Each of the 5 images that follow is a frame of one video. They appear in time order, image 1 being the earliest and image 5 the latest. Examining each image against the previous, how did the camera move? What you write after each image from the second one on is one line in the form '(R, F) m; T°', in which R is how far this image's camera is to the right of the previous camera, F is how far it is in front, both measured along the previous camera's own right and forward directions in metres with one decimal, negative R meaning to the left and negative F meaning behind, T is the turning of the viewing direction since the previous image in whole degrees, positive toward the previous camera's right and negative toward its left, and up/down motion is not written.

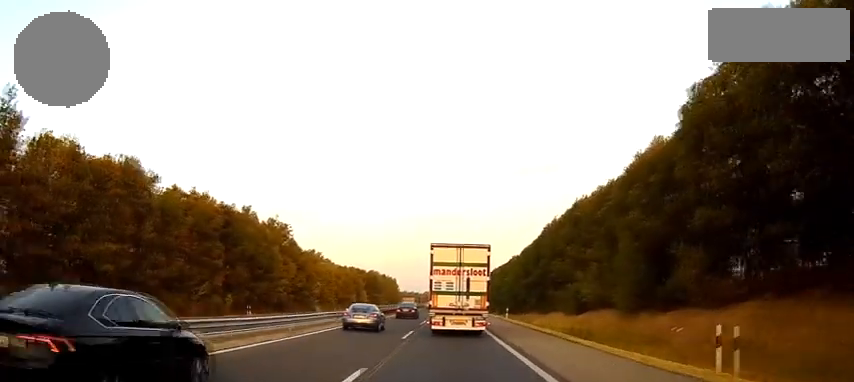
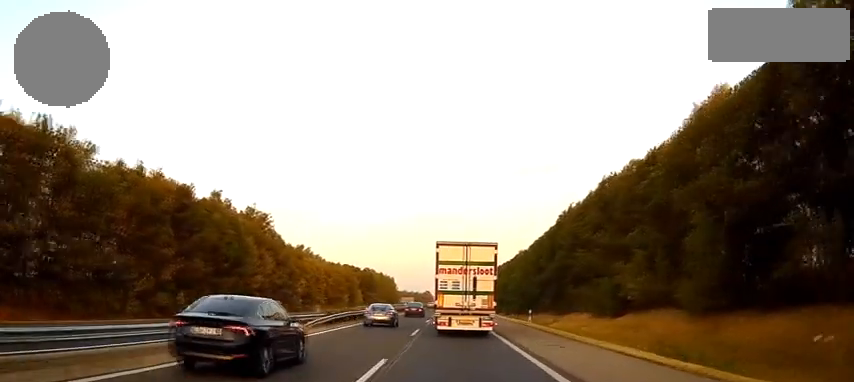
(0.0, +15.7) m; 0°
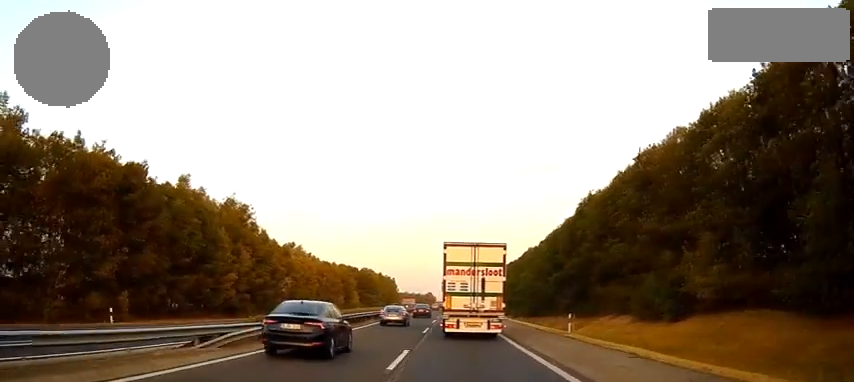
(0.0, +13.6) m; 0°
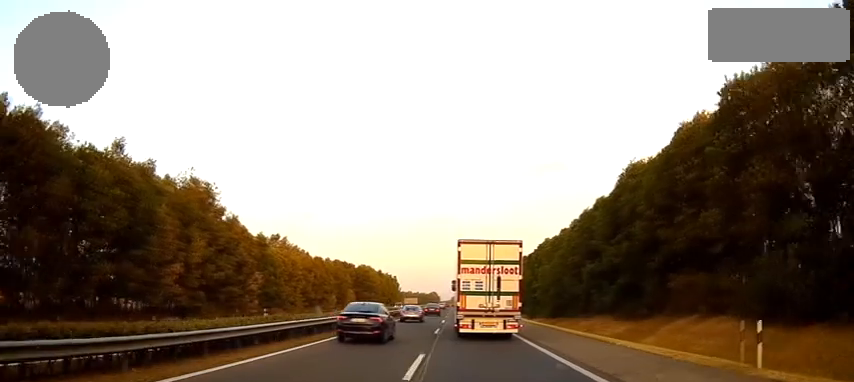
(0.0, +19.8) m; 0°
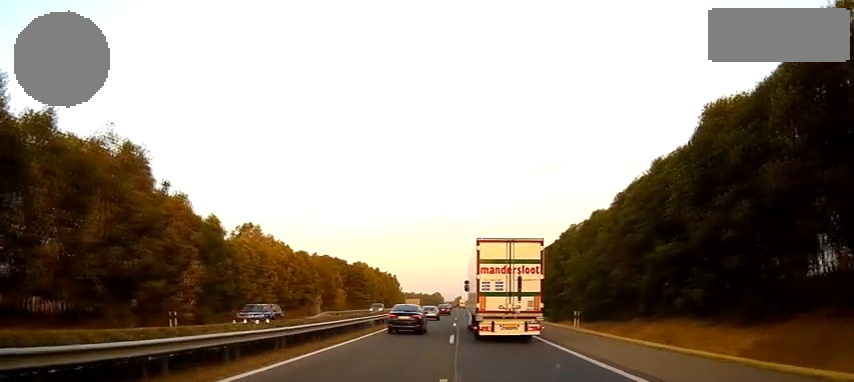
(0.0, +24.0) m; 0°
